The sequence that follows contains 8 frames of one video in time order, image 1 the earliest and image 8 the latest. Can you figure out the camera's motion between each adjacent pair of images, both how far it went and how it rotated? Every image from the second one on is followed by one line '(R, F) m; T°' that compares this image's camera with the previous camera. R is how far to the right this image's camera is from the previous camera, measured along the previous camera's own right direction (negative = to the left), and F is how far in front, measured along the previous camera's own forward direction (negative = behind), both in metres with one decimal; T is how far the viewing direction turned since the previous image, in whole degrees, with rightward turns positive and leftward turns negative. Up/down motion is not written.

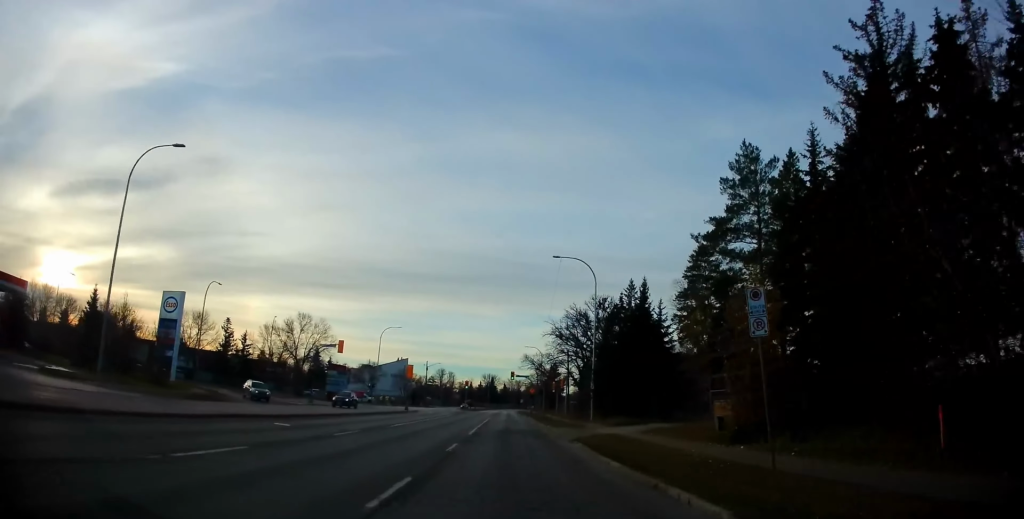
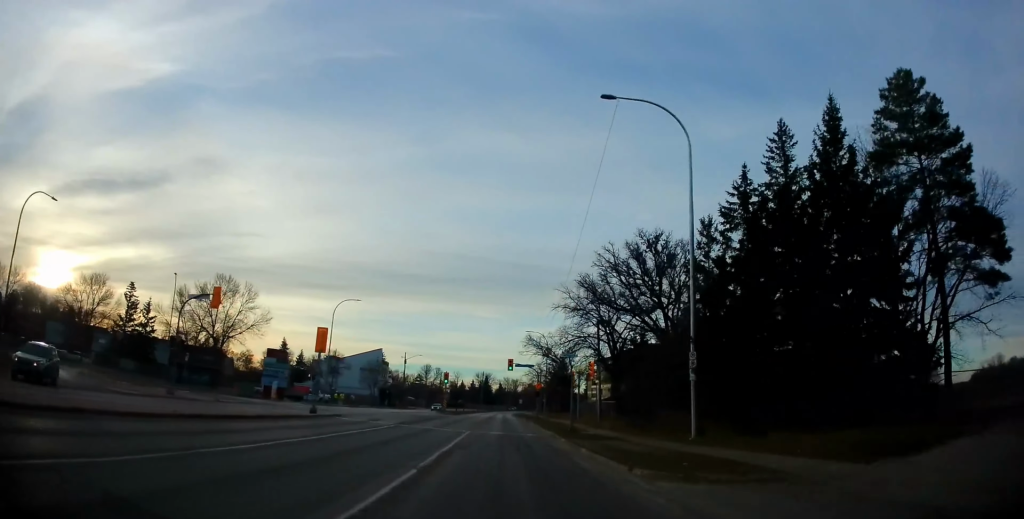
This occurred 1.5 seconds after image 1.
(0.0, +26.7) m; +1°
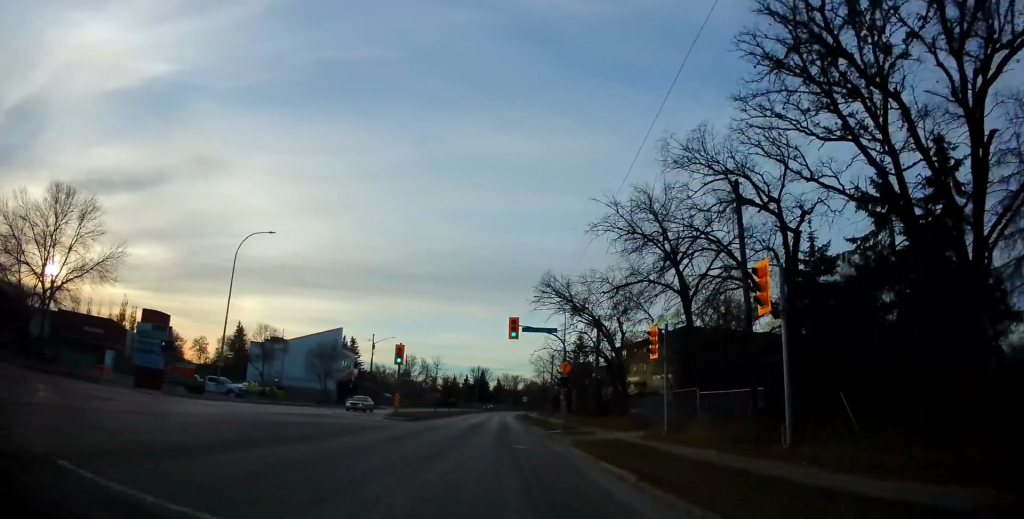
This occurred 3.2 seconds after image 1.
(+0.3, +29.1) m; 0°
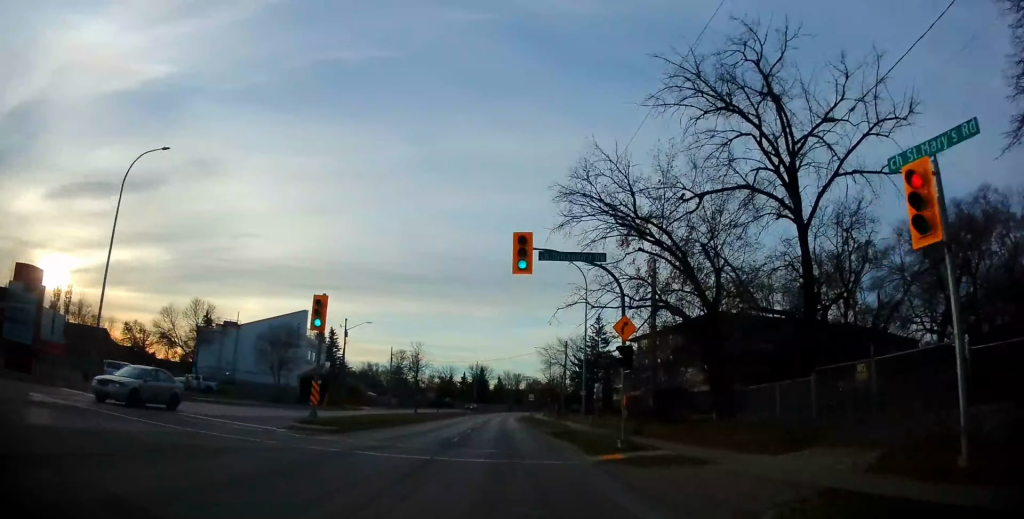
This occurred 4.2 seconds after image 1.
(-0.2, +16.7) m; -1°
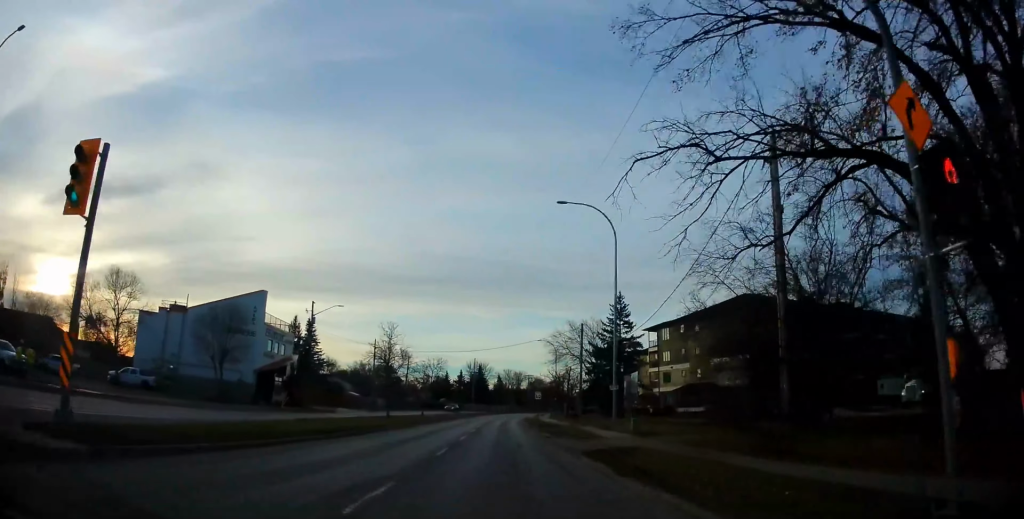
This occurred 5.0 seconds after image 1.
(0.0, +13.3) m; 0°
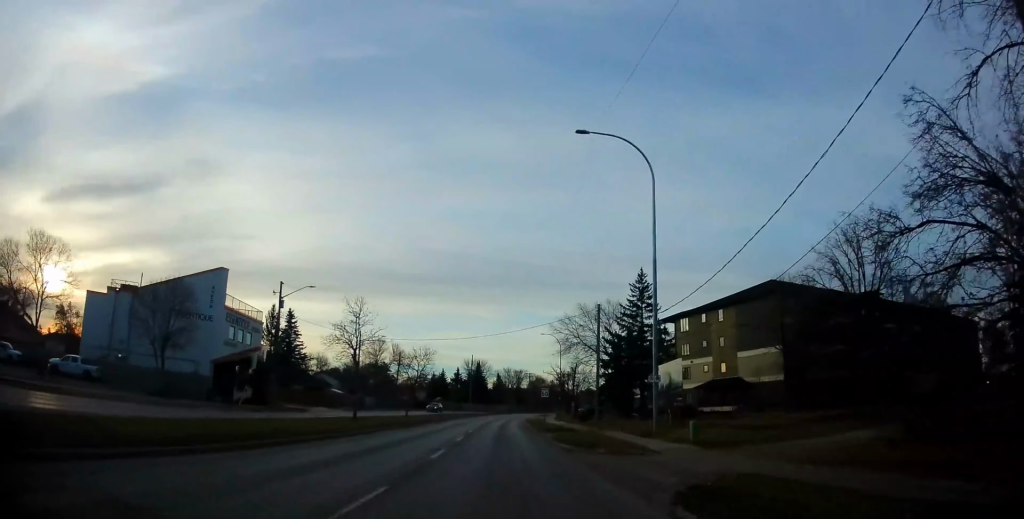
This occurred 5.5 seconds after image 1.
(0.0, +9.3) m; 0°
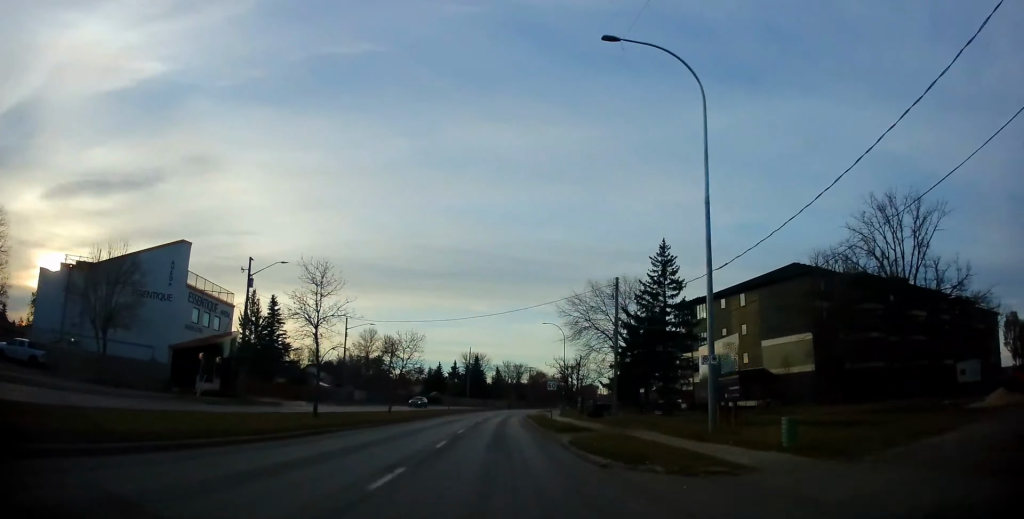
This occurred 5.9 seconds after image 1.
(0.0, +7.1) m; 0°
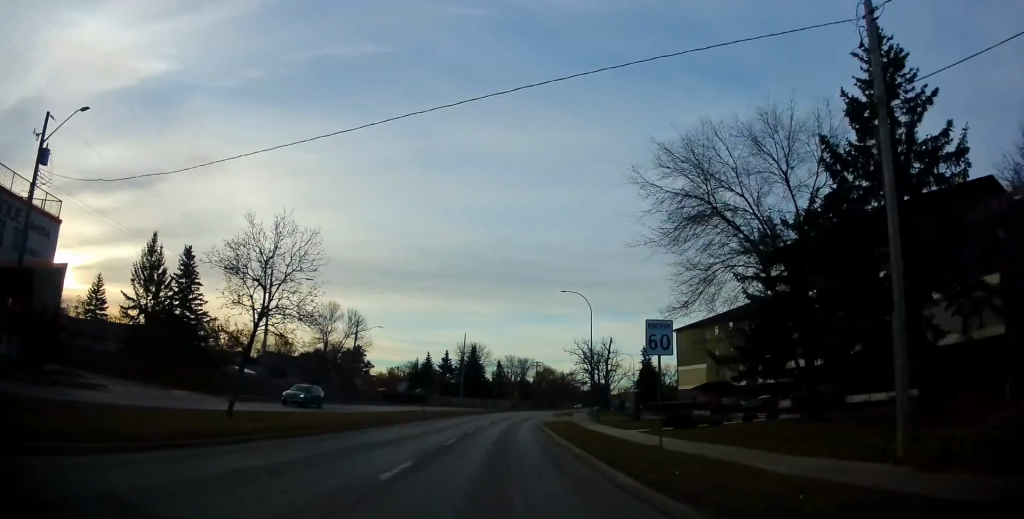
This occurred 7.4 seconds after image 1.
(-0.1, +25.9) m; 0°
